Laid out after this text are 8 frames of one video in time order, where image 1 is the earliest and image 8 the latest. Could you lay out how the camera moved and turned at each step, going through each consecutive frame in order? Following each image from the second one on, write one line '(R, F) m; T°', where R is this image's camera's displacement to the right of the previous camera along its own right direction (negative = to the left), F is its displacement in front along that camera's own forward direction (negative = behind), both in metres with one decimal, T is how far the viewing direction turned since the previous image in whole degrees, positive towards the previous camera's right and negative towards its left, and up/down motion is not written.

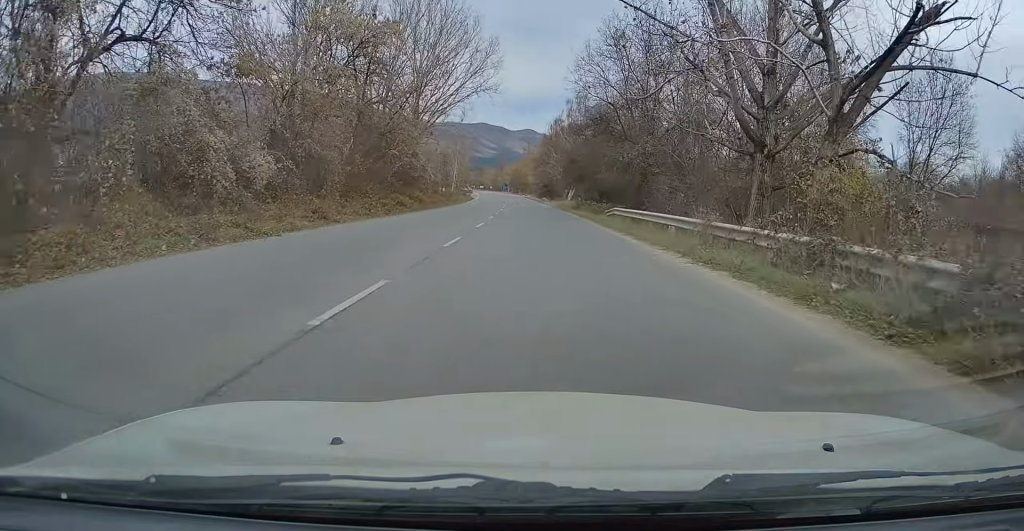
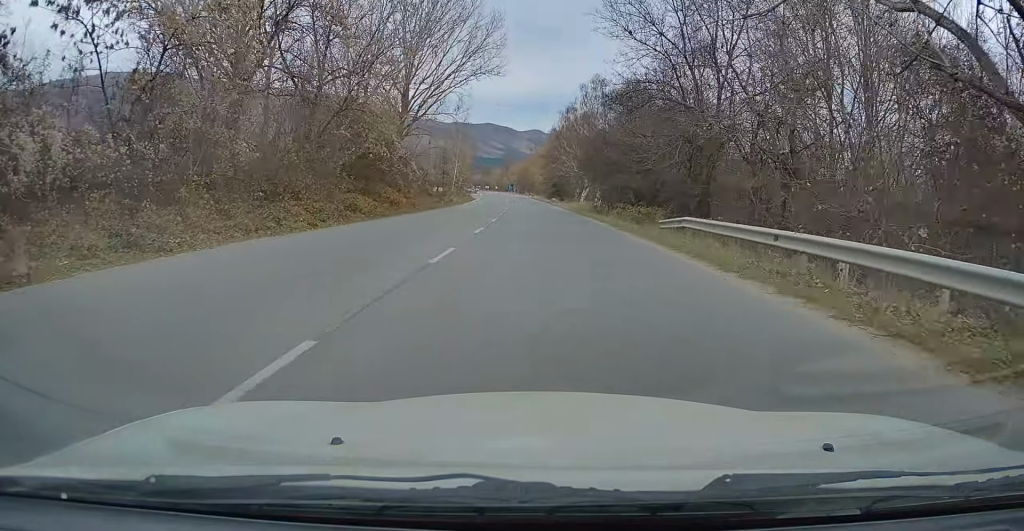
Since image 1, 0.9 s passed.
(-0.2, +12.9) m; -1°
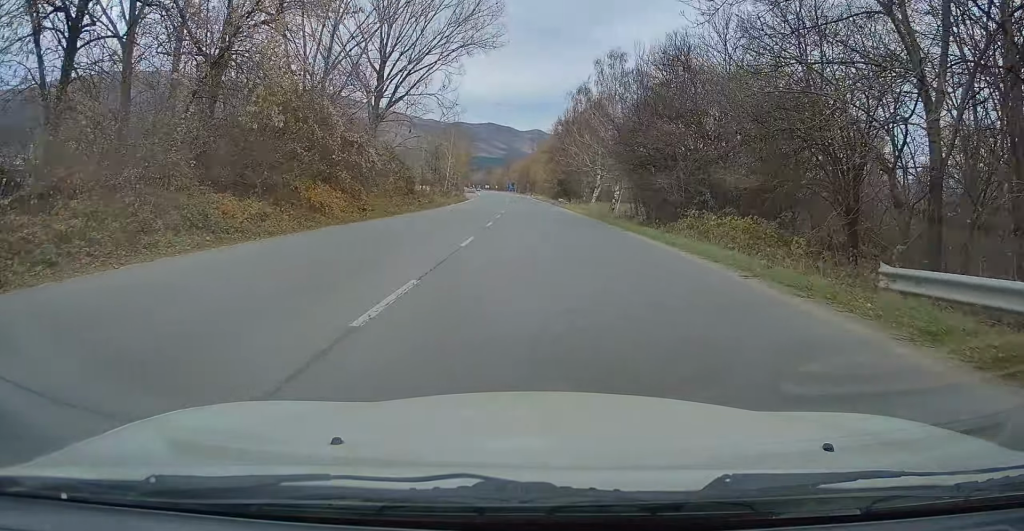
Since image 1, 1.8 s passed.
(0.0, +14.4) m; 0°
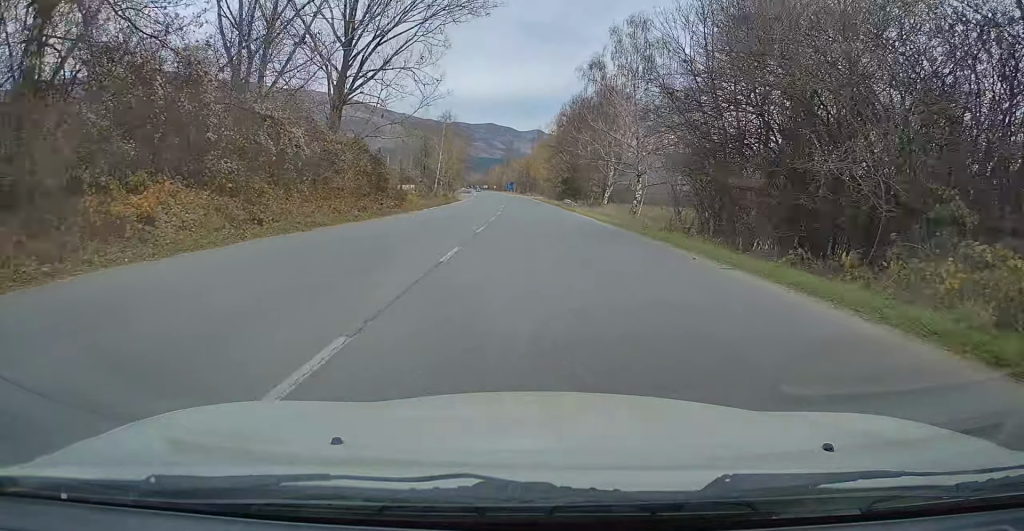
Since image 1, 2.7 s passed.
(+0.1, +12.6) m; 0°
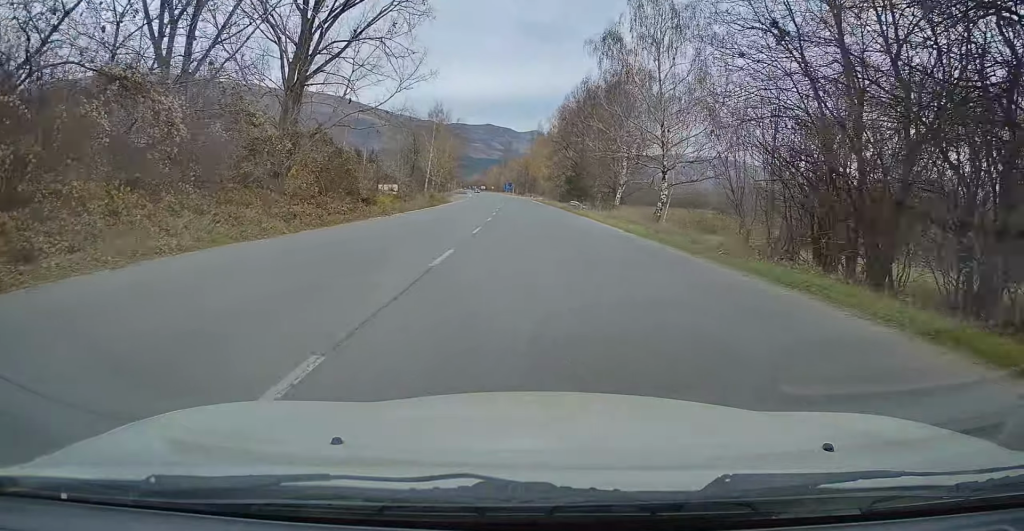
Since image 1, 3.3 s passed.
(-0.1, +9.8) m; -1°
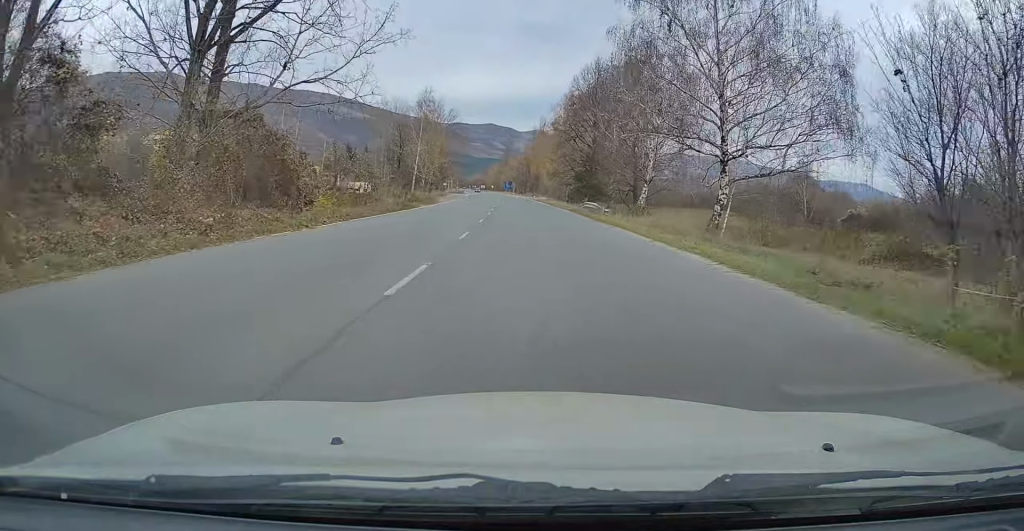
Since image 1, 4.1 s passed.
(-0.1, +12.5) m; 0°
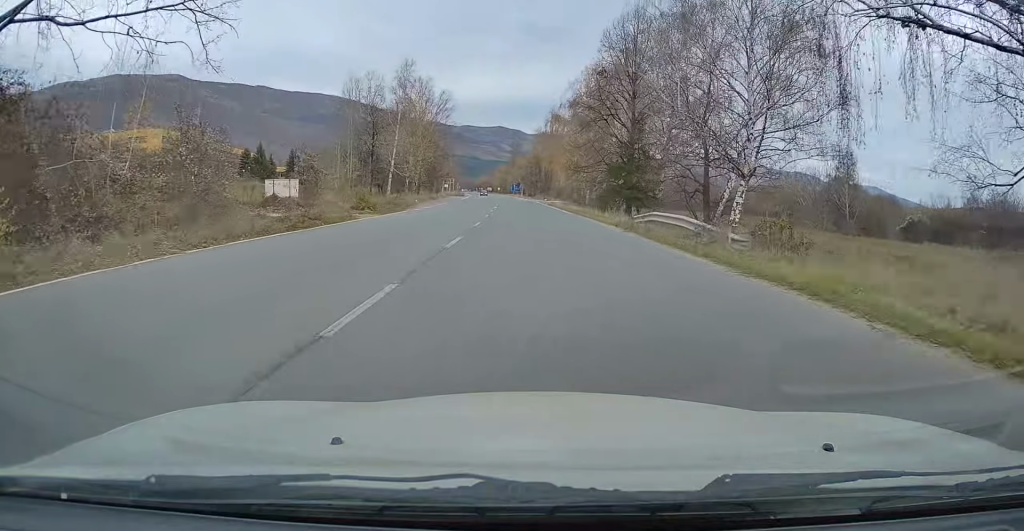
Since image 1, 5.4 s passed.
(+0.1, +20.4) m; 0°
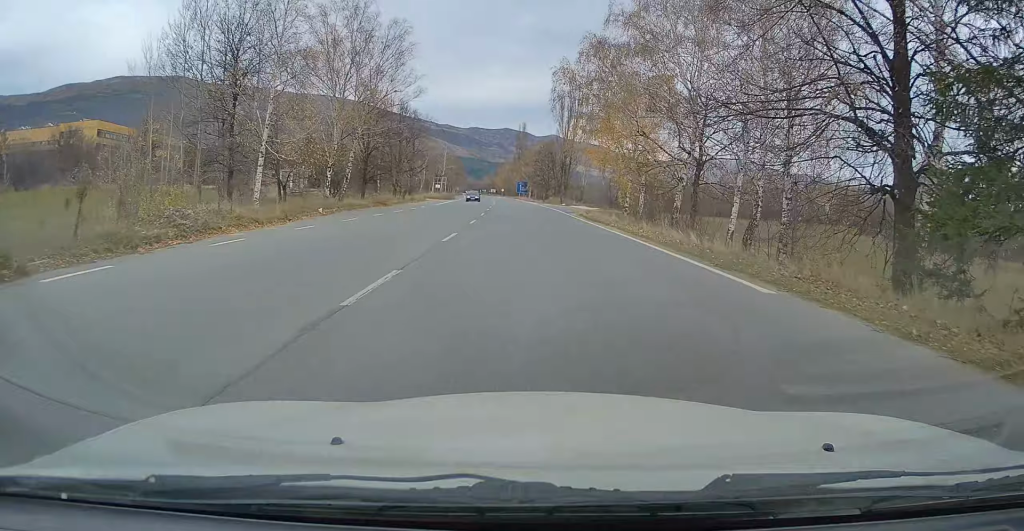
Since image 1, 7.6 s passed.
(-0.3, +35.0) m; -1°
